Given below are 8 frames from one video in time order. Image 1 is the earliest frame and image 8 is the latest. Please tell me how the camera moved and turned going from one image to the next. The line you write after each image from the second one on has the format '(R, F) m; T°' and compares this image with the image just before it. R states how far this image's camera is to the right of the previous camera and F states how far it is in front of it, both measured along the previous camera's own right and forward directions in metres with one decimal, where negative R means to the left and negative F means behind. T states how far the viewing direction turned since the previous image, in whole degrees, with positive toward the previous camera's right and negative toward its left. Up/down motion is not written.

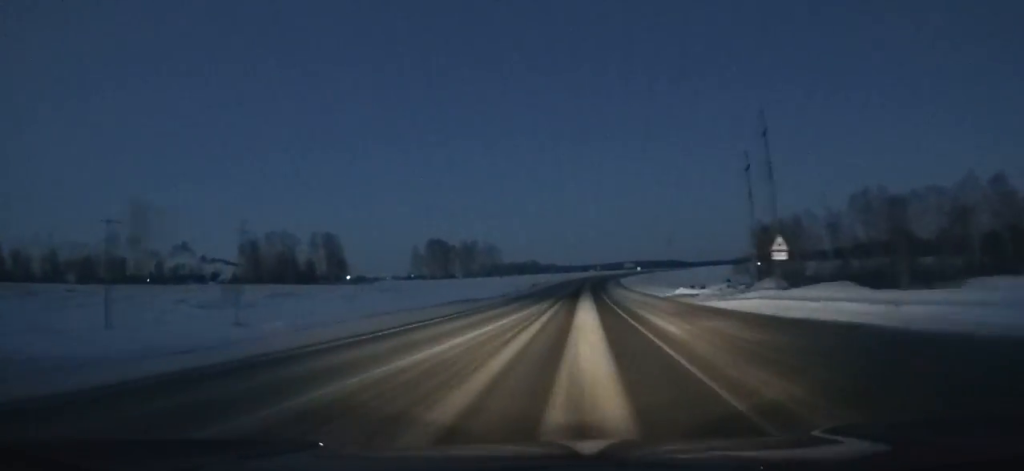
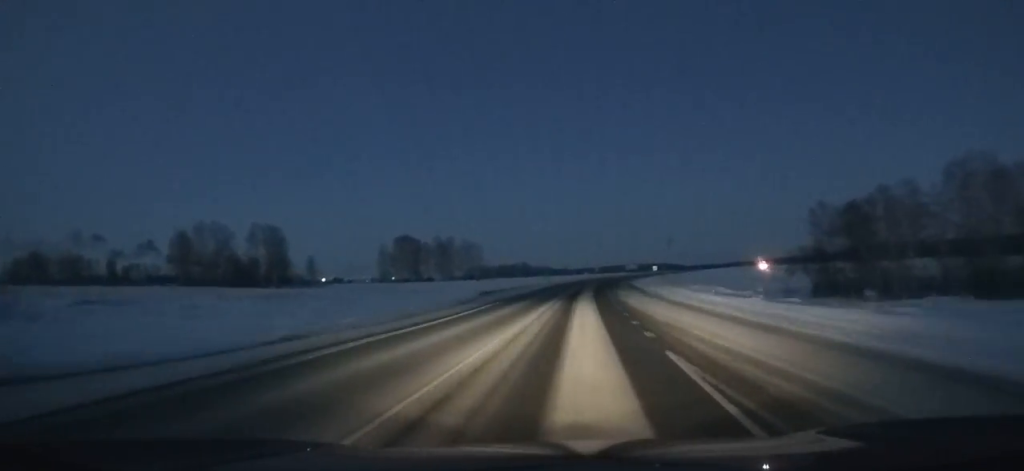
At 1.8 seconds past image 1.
(-0.1, +40.5) m; +1°
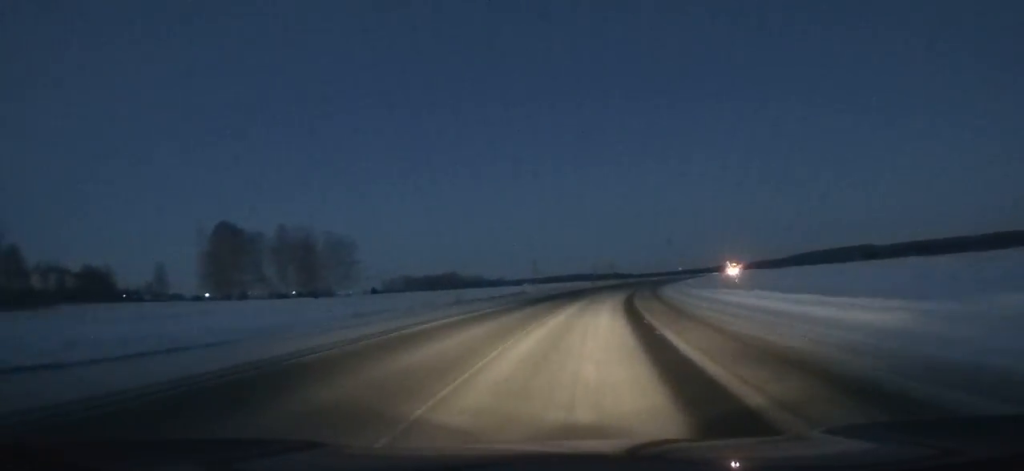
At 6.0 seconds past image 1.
(+4.5, +95.9) m; +7°
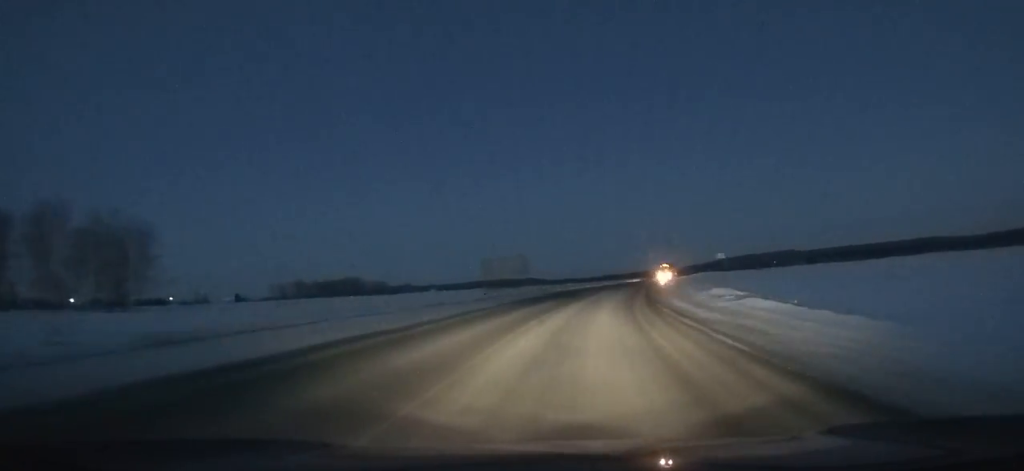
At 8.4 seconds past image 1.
(+2.2, +55.6) m; +6°
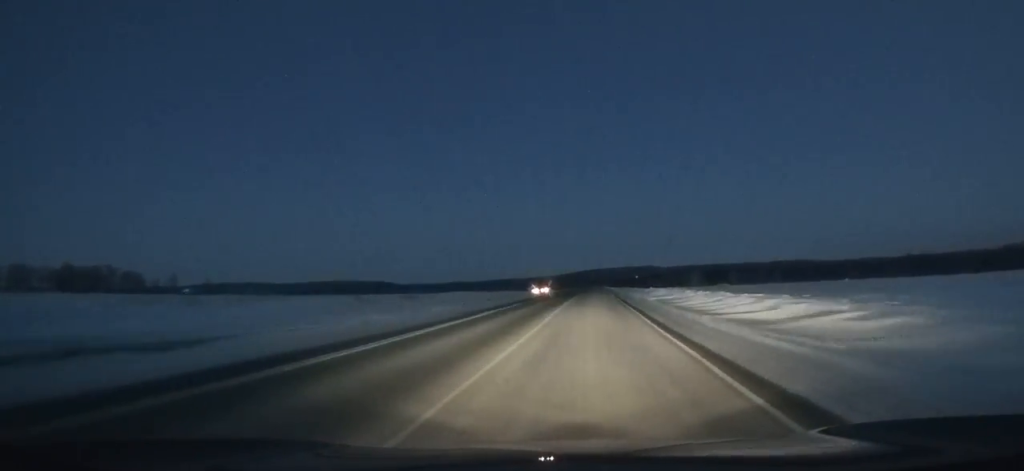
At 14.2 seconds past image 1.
(+19.1, +136.4) m; +13°
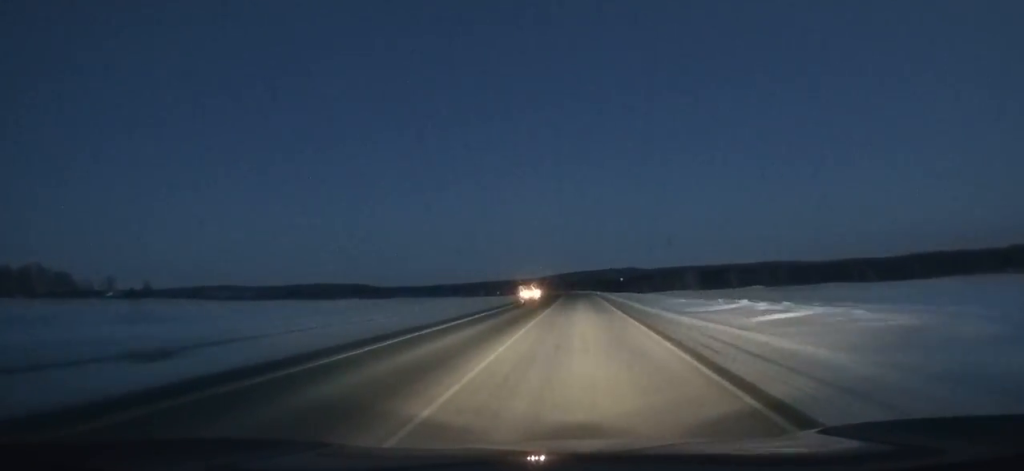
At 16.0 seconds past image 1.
(+1.4, +43.8) m; +1°
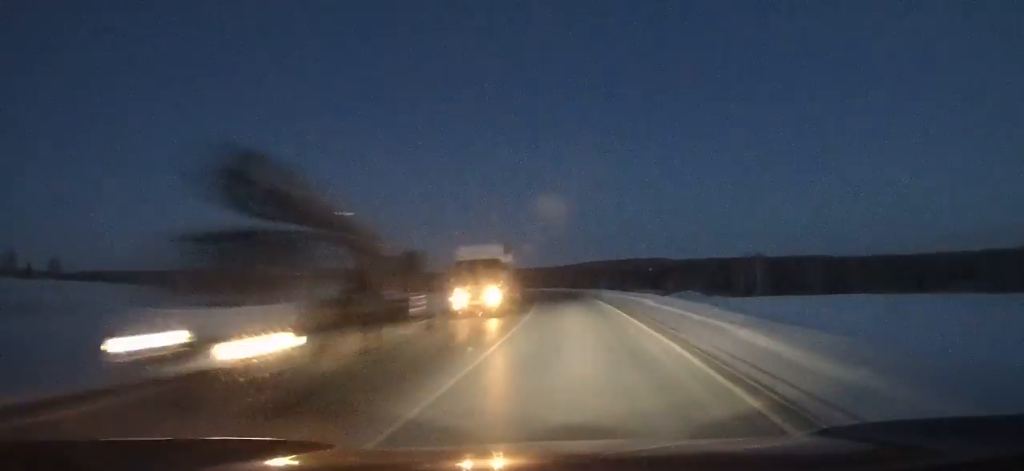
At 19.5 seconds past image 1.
(+0.3, +84.5) m; -2°
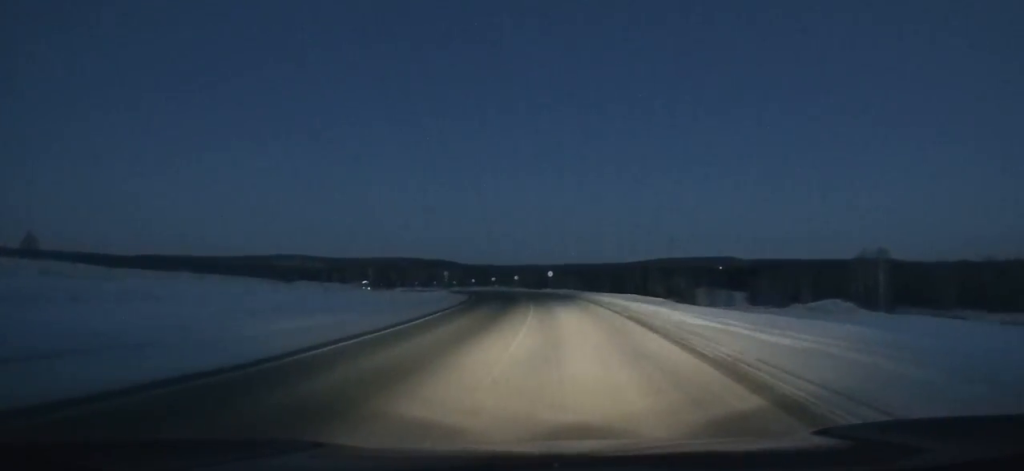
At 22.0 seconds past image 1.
(-2.7, +58.1) m; -6°
